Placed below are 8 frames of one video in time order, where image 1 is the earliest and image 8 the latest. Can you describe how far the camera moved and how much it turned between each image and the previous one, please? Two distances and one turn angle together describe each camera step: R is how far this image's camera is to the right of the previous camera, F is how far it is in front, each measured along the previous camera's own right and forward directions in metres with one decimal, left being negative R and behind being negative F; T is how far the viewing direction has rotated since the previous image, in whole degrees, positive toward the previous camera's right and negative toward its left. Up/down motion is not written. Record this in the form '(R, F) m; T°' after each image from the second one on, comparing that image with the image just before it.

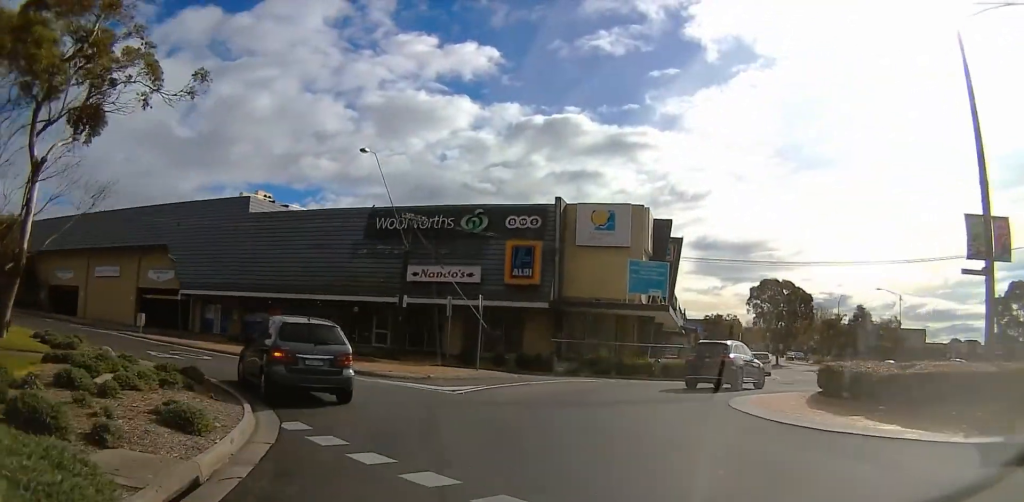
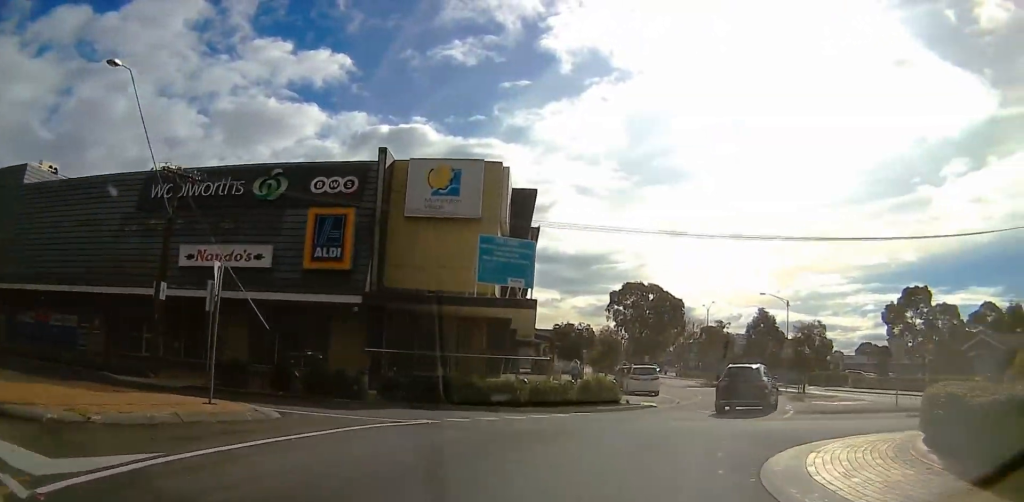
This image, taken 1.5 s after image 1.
(+0.6, +11.7) m; +14°
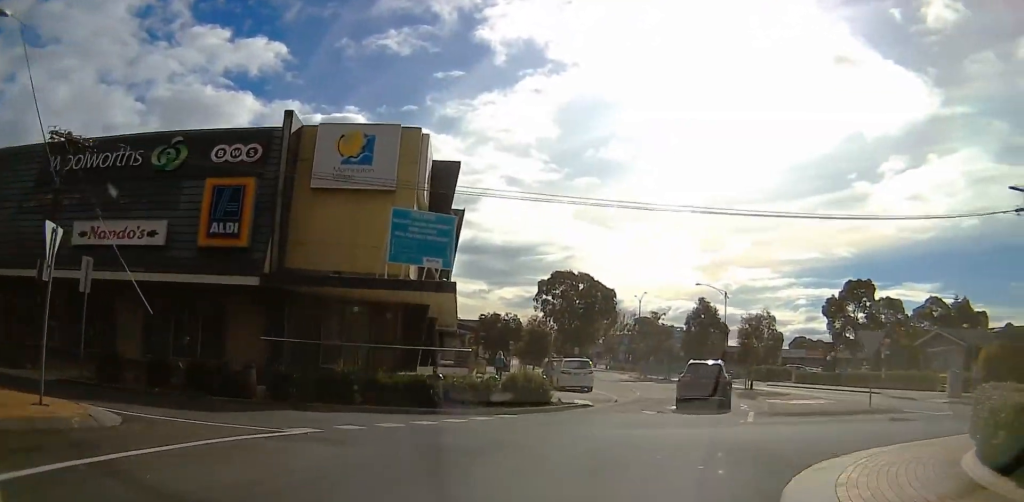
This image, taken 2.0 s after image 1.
(+0.3, +3.1) m; +7°
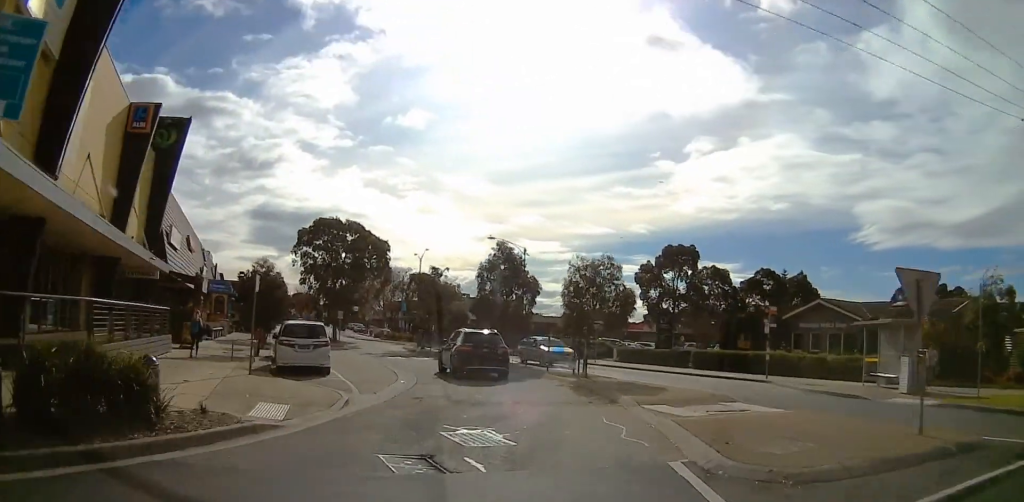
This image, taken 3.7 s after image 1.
(+2.4, +12.6) m; +15°
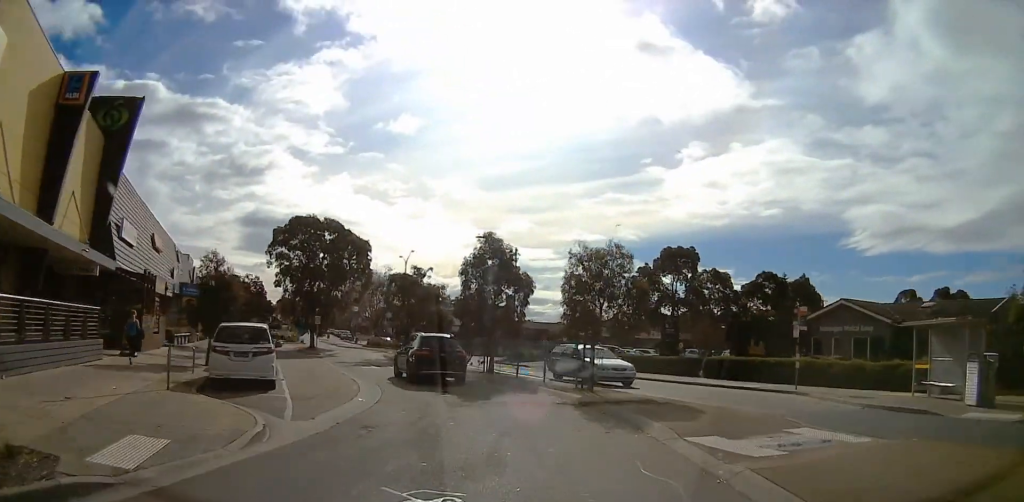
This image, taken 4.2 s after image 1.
(+0.2, +3.8) m; 0°
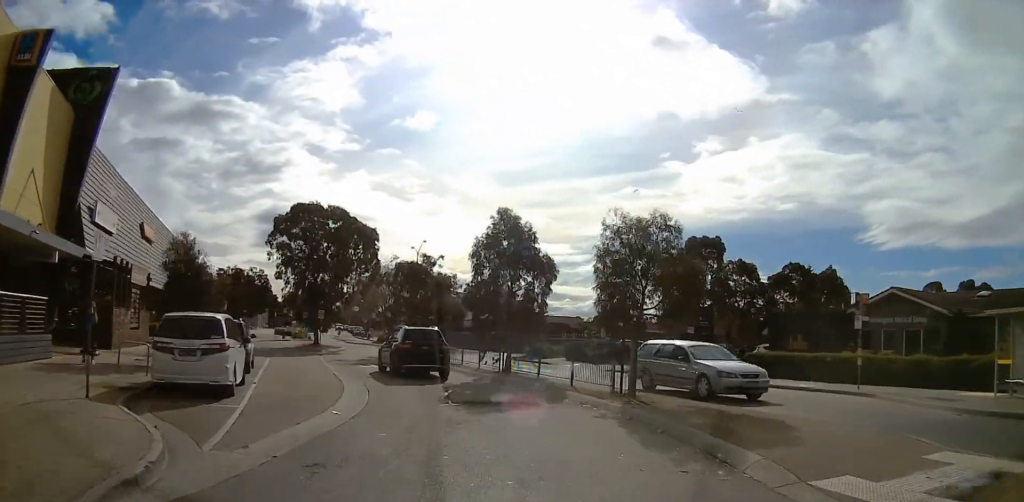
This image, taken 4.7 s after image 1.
(-0.1, +3.3) m; -2°
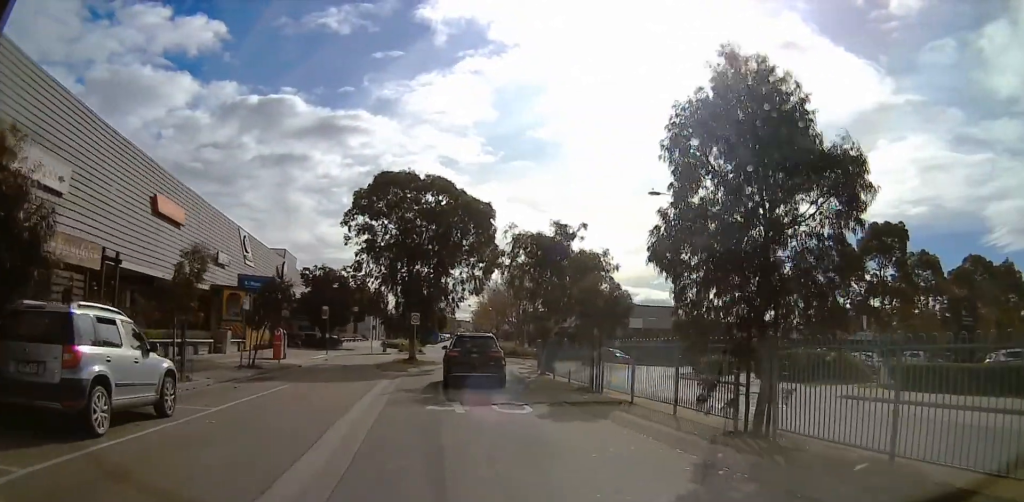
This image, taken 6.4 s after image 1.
(-1.1, +13.0) m; -7°
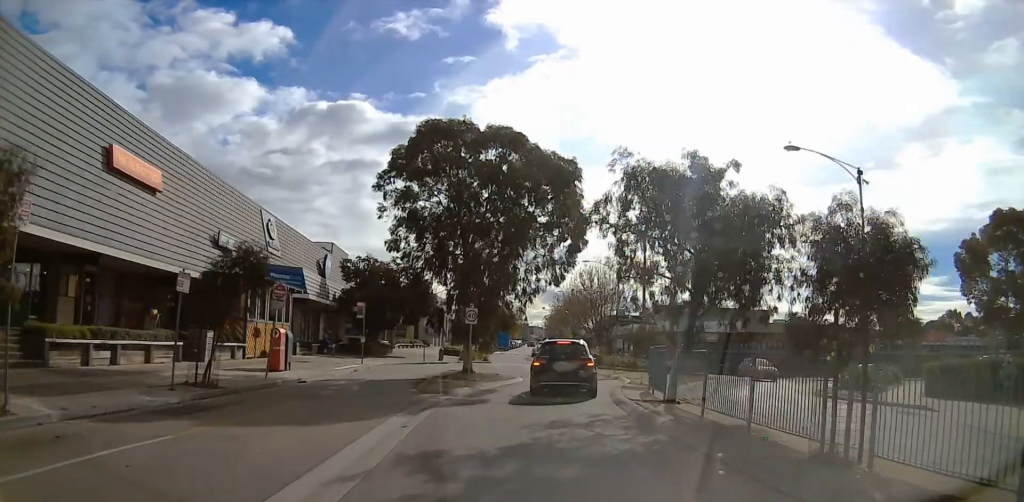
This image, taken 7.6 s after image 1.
(0.0, +9.1) m; -3°
